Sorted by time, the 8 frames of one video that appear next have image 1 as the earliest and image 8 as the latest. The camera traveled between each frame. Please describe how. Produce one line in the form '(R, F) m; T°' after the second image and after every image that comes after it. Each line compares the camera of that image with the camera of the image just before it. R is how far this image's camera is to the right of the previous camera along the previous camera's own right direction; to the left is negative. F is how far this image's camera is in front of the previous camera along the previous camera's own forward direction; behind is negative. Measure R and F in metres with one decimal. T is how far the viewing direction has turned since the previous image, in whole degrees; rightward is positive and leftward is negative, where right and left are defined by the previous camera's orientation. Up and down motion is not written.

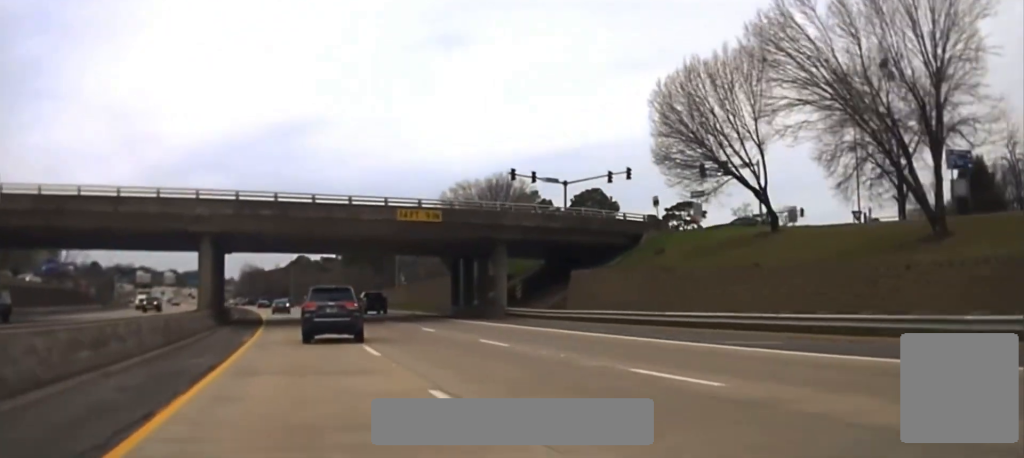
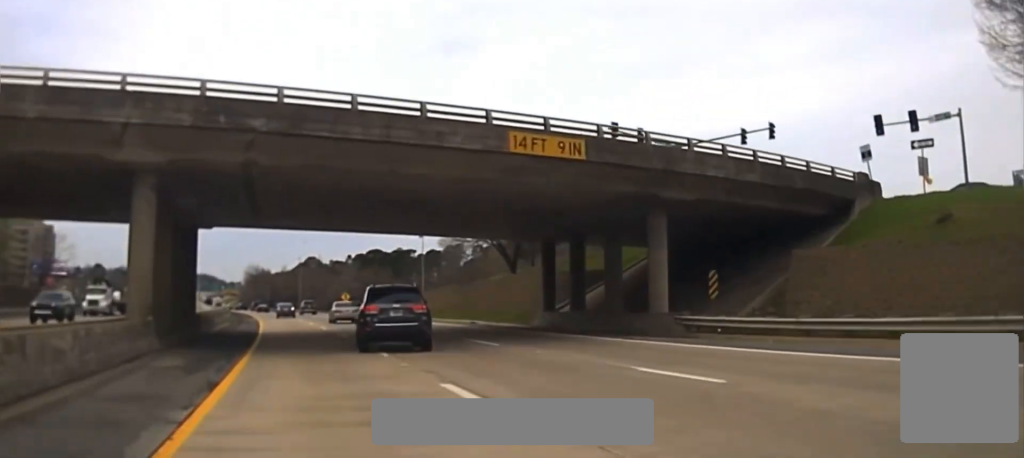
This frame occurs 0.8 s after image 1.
(+0.3, +22.9) m; +1°
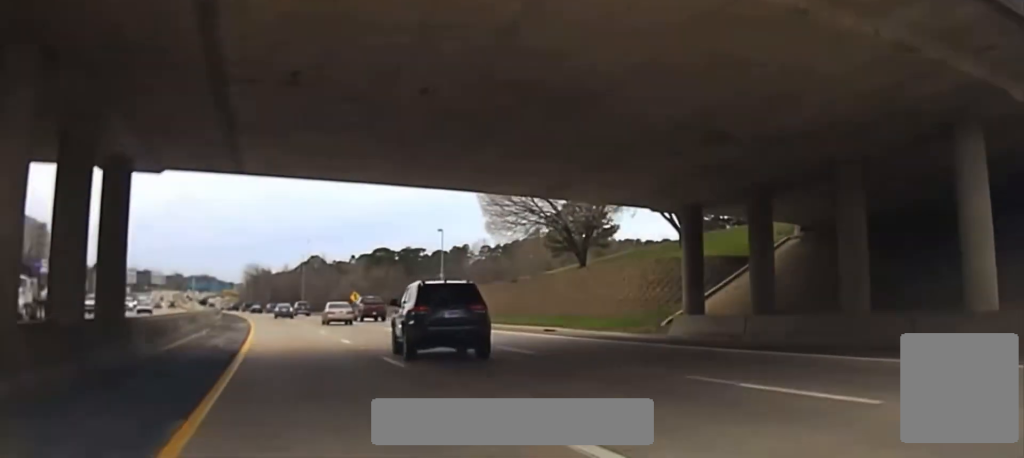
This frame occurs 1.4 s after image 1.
(0.0, +17.7) m; 0°
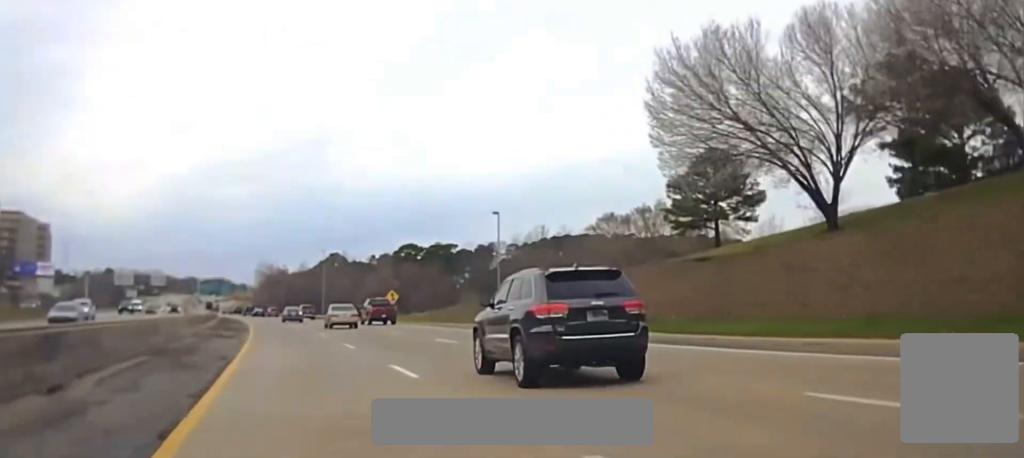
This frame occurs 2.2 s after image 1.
(-0.1, +27.4) m; -1°
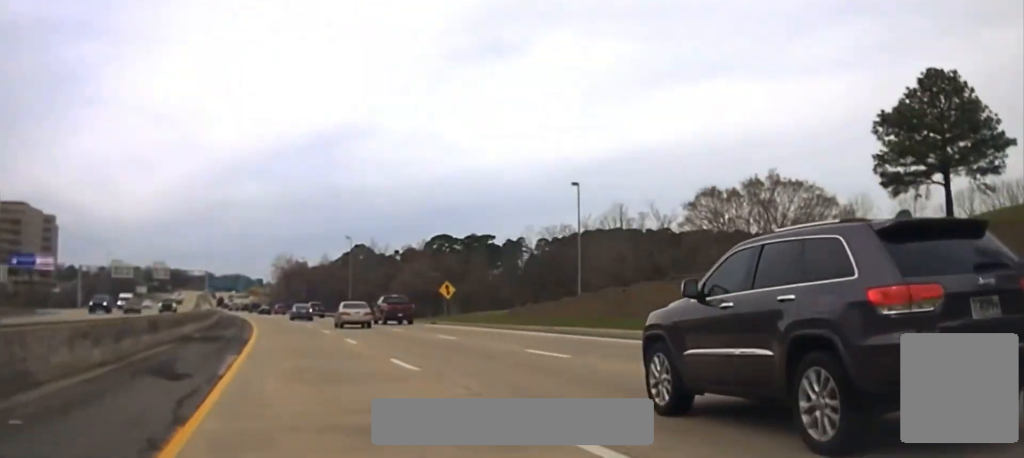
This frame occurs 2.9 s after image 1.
(0.0, +24.7) m; -1°
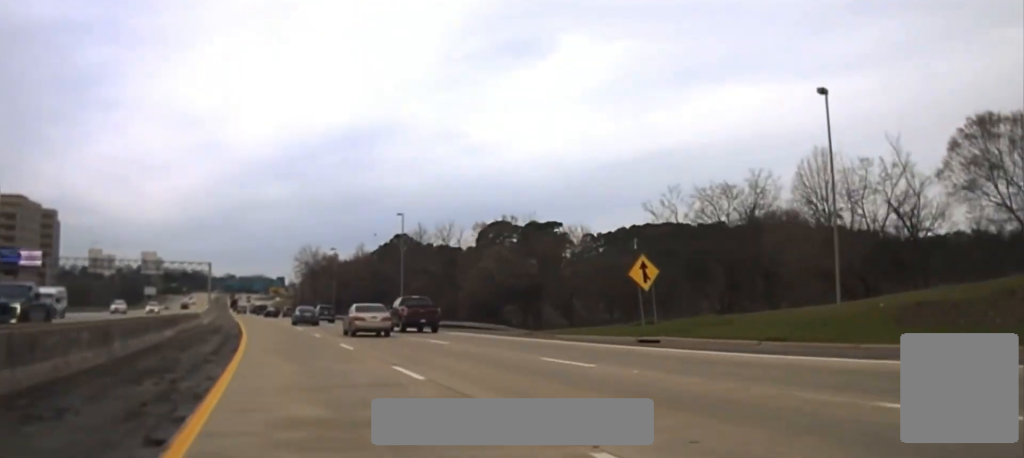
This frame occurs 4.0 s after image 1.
(-1.1, +43.5) m; -2°
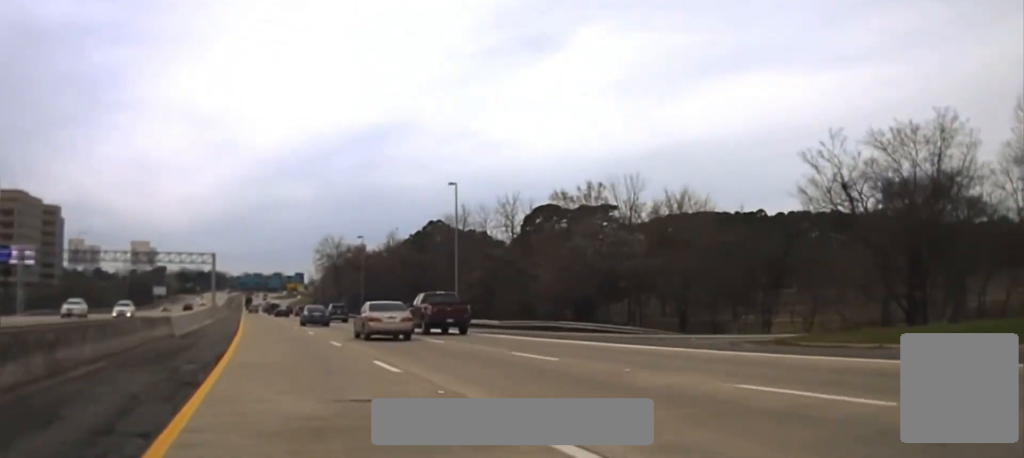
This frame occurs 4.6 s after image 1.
(-0.2, +23.4) m; -1°
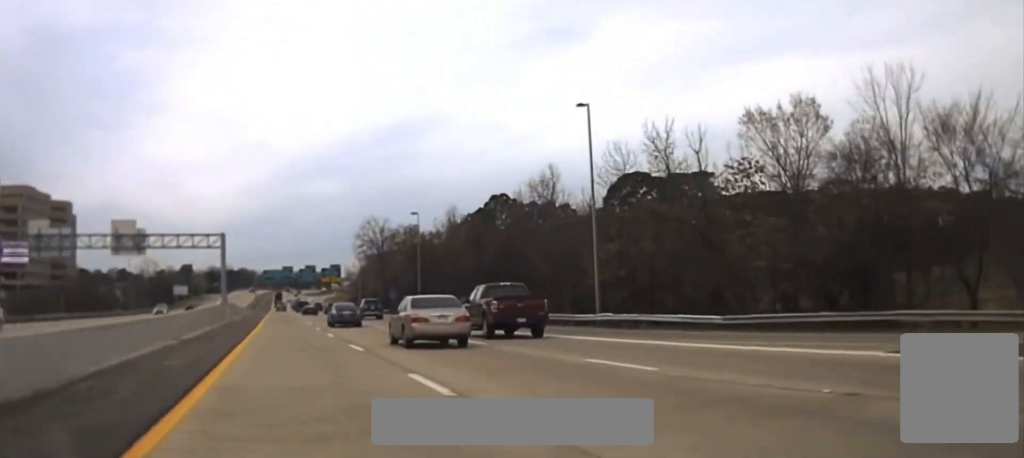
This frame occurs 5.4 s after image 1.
(-0.5, +26.7) m; -1°
